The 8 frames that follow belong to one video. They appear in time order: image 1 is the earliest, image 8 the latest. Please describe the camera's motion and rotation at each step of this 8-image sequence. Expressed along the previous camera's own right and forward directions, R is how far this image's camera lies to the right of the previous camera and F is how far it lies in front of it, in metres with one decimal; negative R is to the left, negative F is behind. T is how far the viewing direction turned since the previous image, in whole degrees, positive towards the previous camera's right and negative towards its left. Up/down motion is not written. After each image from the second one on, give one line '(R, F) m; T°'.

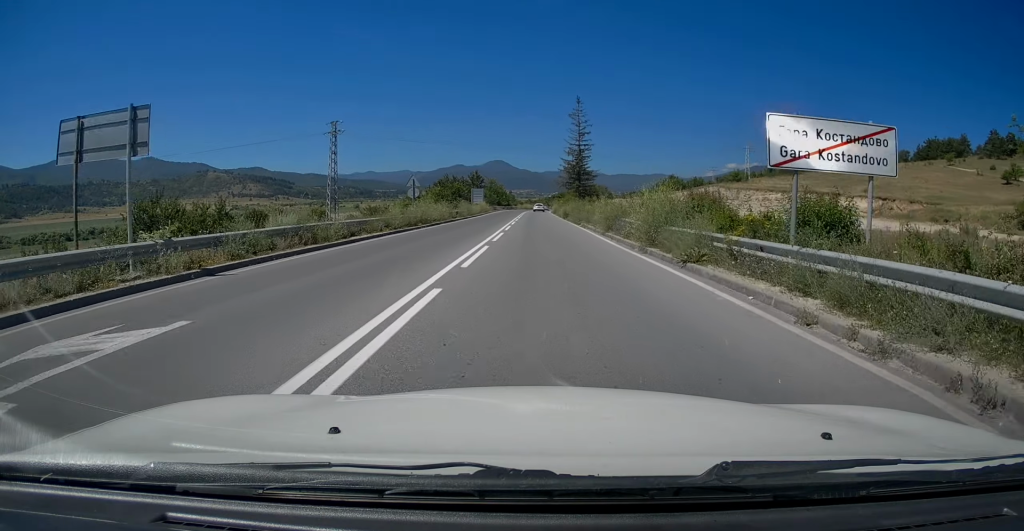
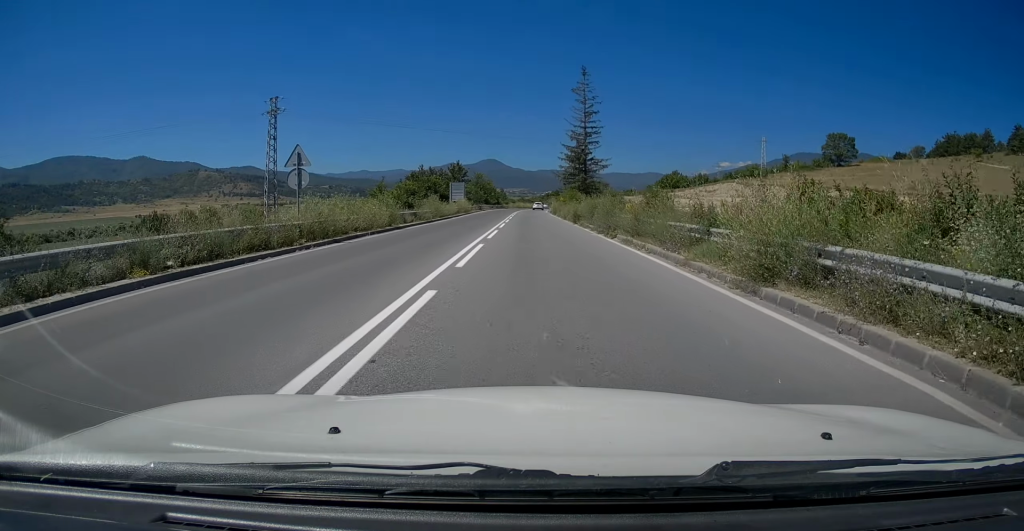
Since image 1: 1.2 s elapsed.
(+0.7, +18.8) m; +2°
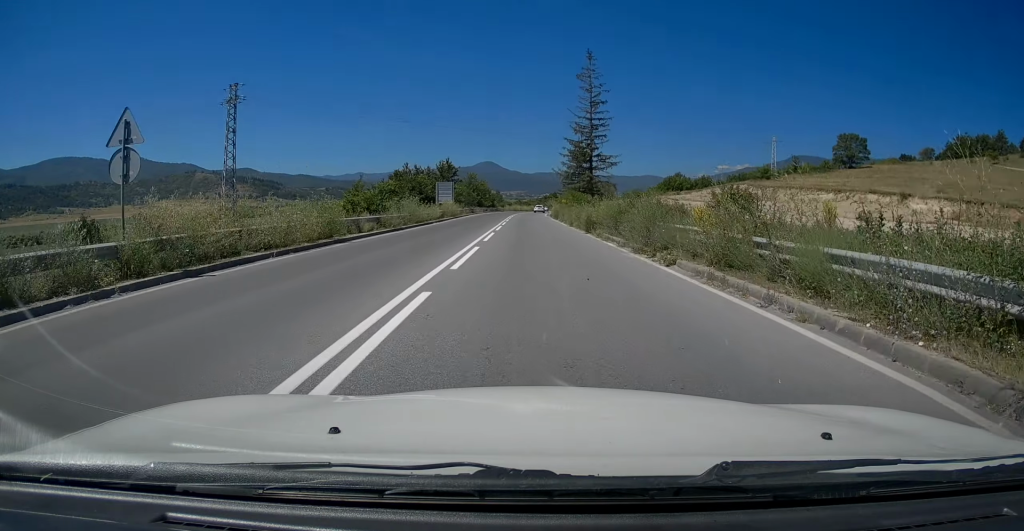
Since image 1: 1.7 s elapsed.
(0.0, +9.4) m; -1°
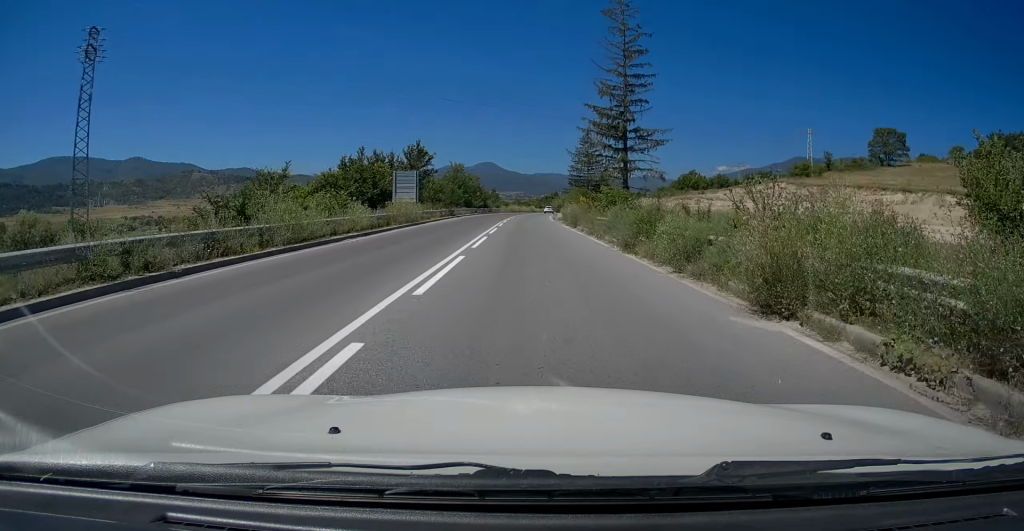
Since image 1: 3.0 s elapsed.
(-0.4, +21.6) m; 0°
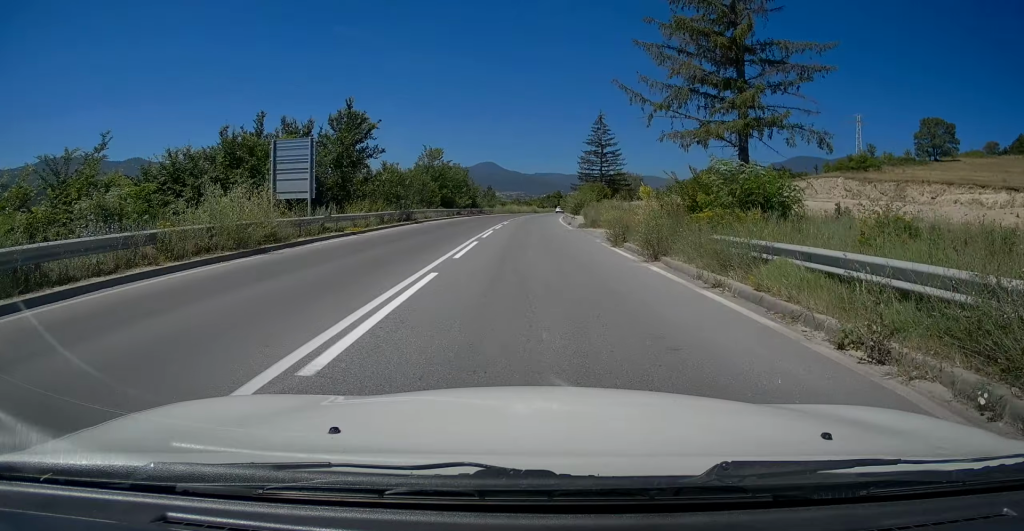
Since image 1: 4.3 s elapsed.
(+0.2, +22.0) m; 0°
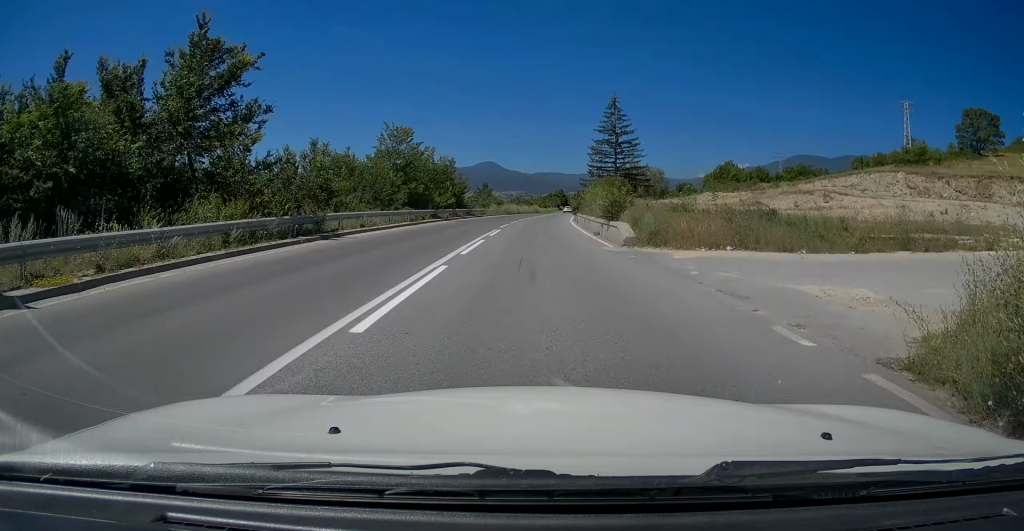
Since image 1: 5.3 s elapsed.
(-0.1, +16.6) m; +1°
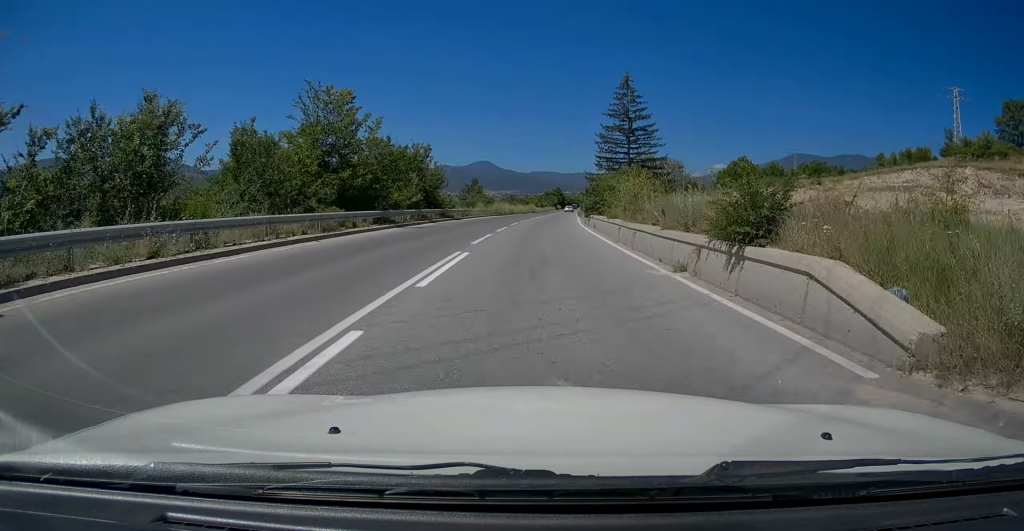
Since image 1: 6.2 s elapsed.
(+0.3, +15.1) m; +1°
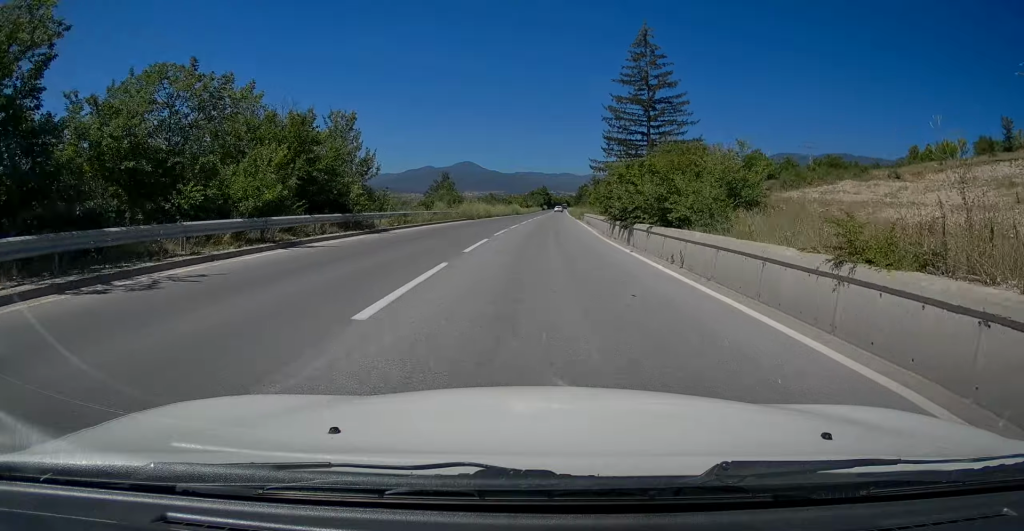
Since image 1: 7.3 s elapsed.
(+0.1, +20.7) m; +1°
